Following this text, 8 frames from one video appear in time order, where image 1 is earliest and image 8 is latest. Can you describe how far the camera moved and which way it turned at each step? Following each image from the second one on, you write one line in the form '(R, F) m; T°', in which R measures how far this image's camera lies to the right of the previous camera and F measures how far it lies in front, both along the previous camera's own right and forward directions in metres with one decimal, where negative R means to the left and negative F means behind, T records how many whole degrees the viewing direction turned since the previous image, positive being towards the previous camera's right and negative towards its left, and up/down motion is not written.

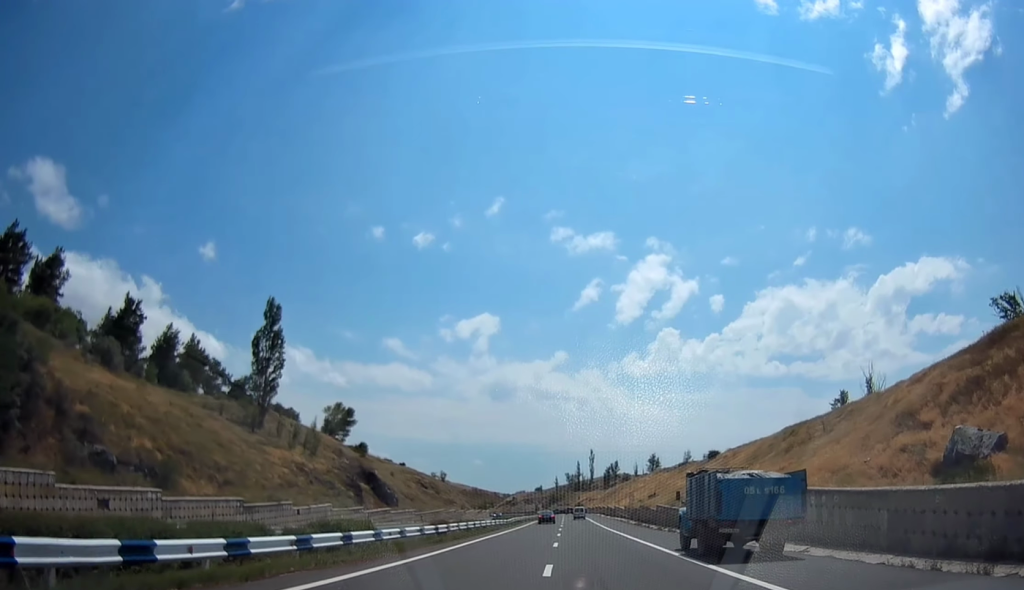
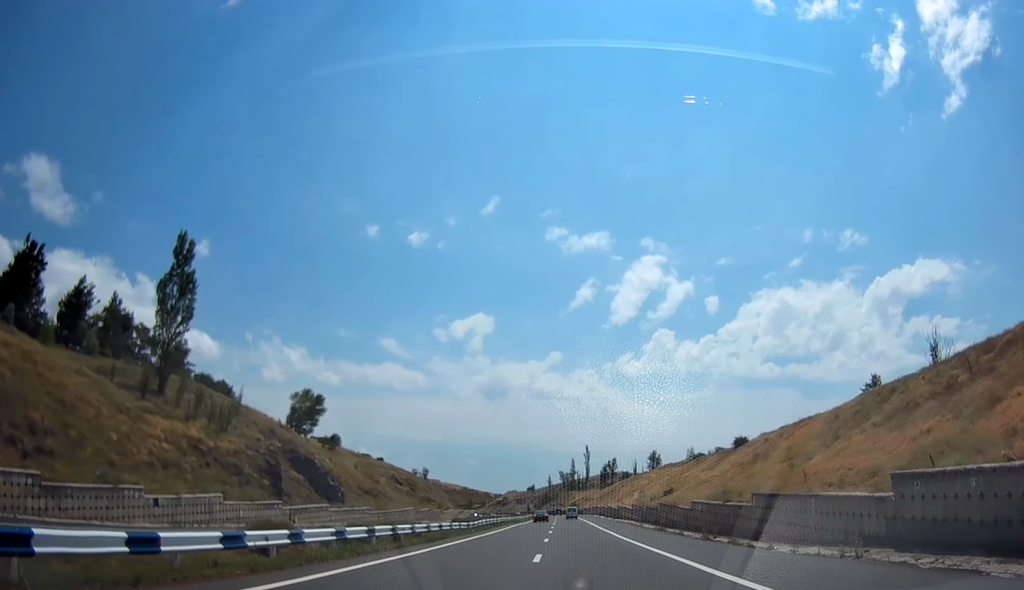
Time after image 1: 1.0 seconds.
(+0.3, +20.5) m; 0°
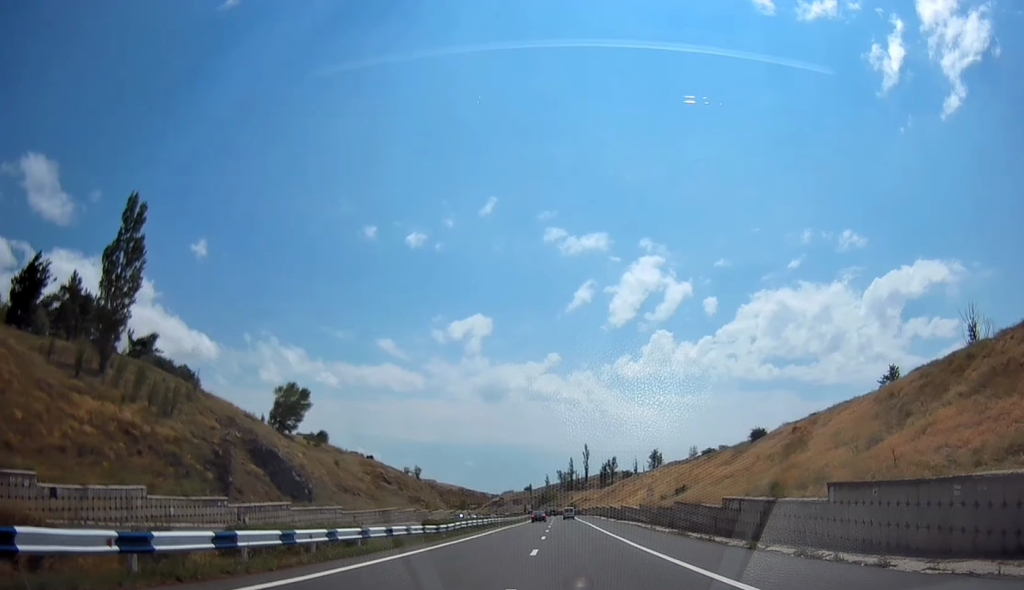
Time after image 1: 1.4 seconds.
(+0.2, +9.2) m; 0°
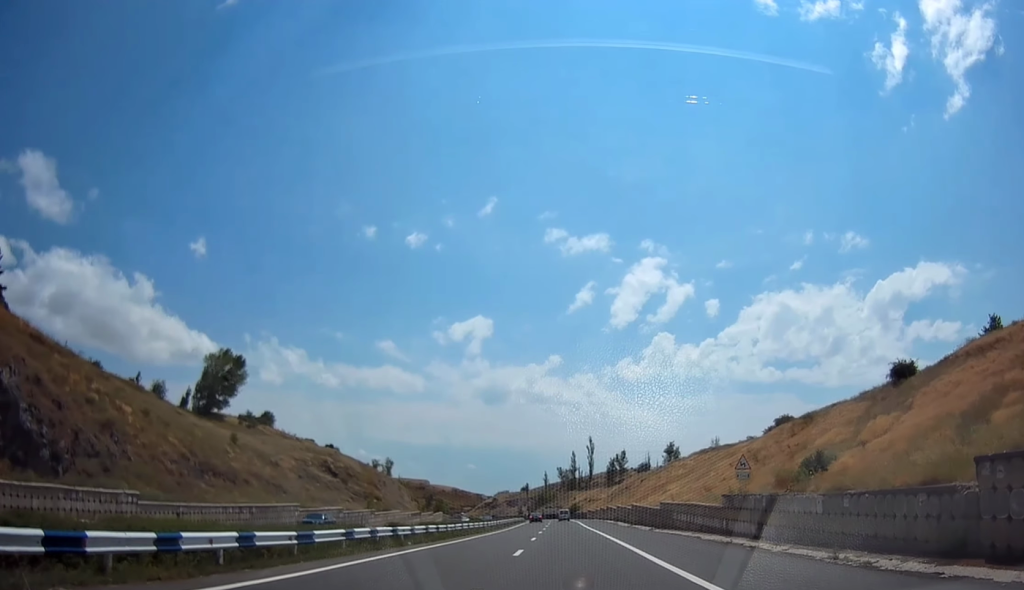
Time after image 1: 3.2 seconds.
(+0.6, +36.5) m; +2°
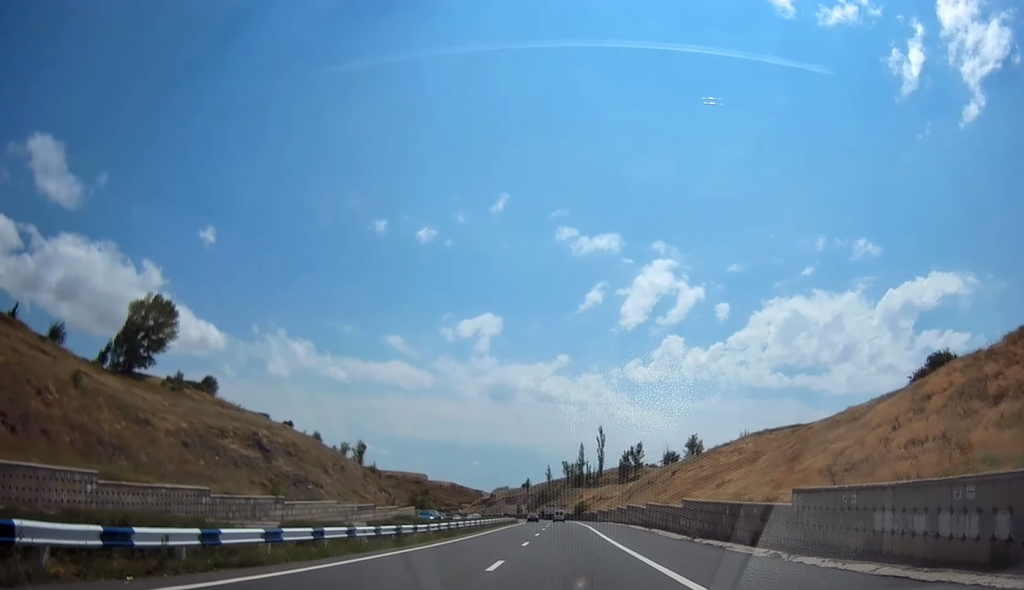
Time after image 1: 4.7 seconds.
(-0.9, +29.5) m; -2°
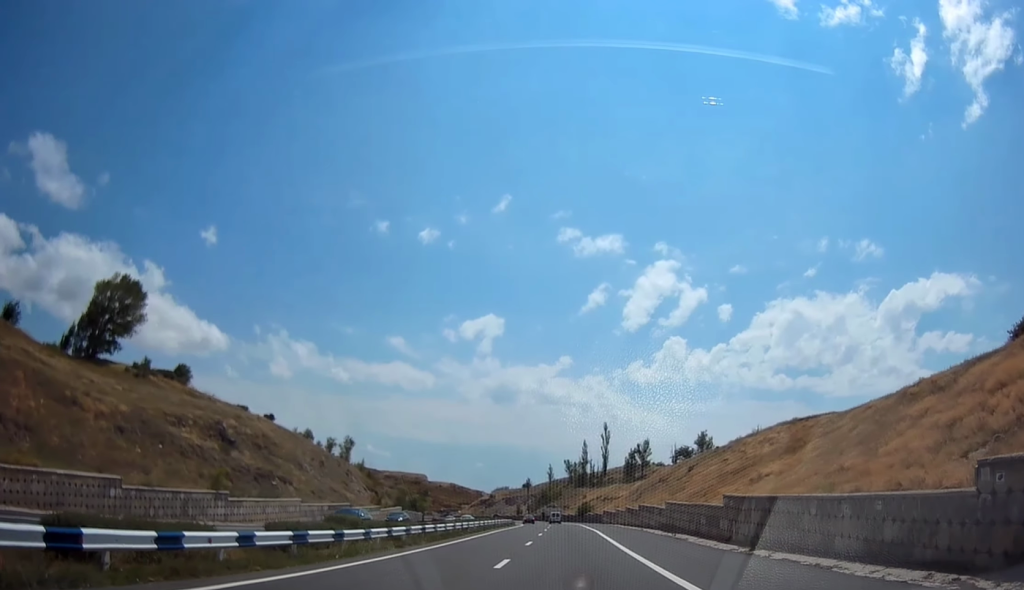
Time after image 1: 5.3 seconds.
(-0.1, +10.5) m; +1°
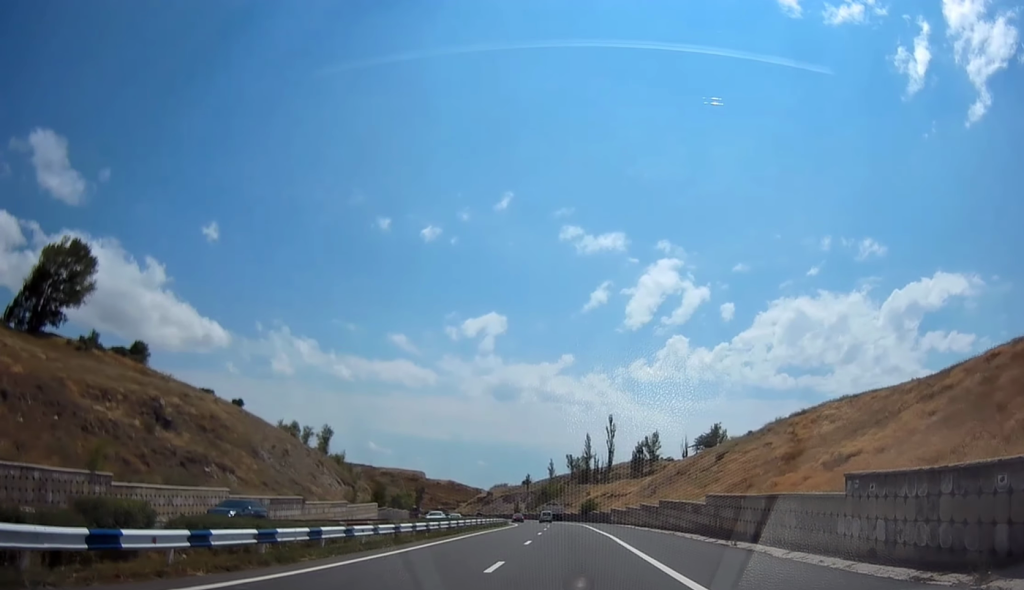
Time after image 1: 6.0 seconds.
(+0.3, +14.1) m; 0°
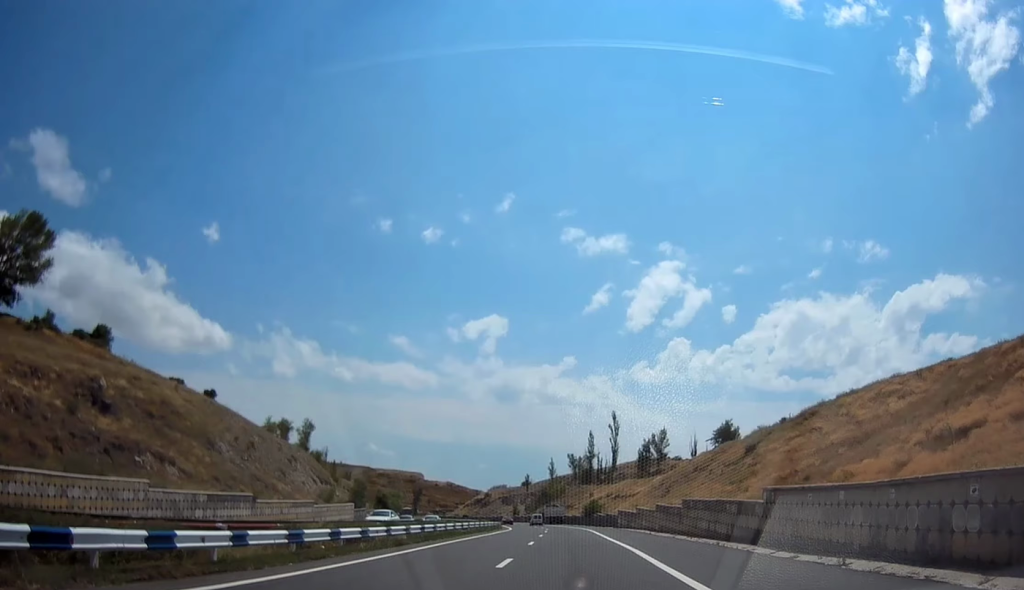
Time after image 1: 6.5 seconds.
(+0.1, +10.5) m; 0°
